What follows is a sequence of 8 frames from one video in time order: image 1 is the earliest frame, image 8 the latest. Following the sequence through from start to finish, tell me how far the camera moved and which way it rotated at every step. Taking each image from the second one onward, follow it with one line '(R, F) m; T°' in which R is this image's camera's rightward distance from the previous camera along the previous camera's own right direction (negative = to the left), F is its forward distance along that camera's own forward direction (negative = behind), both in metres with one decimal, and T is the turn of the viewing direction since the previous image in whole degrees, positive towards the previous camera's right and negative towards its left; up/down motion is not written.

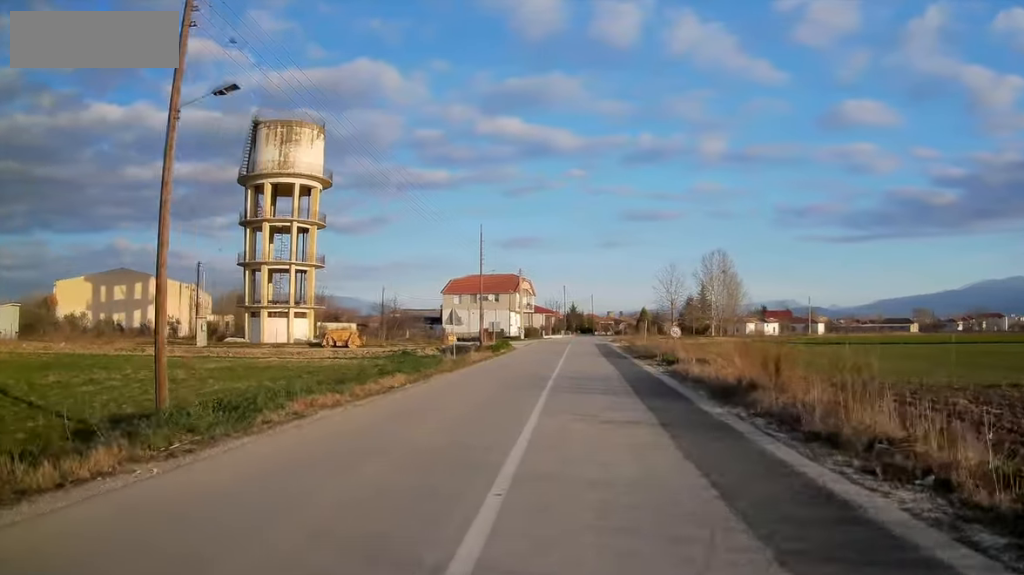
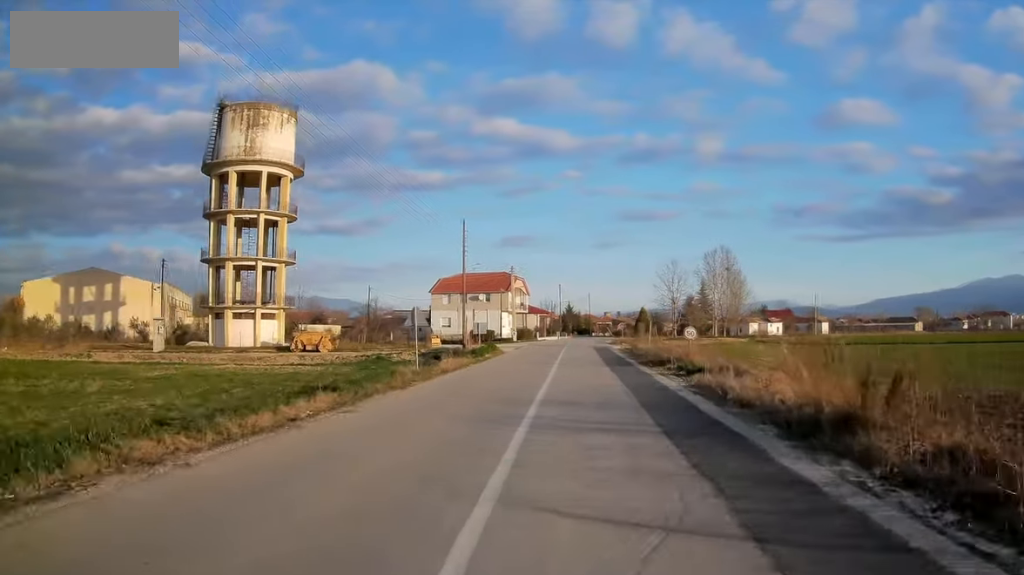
(0.0, +6.0) m; +1°
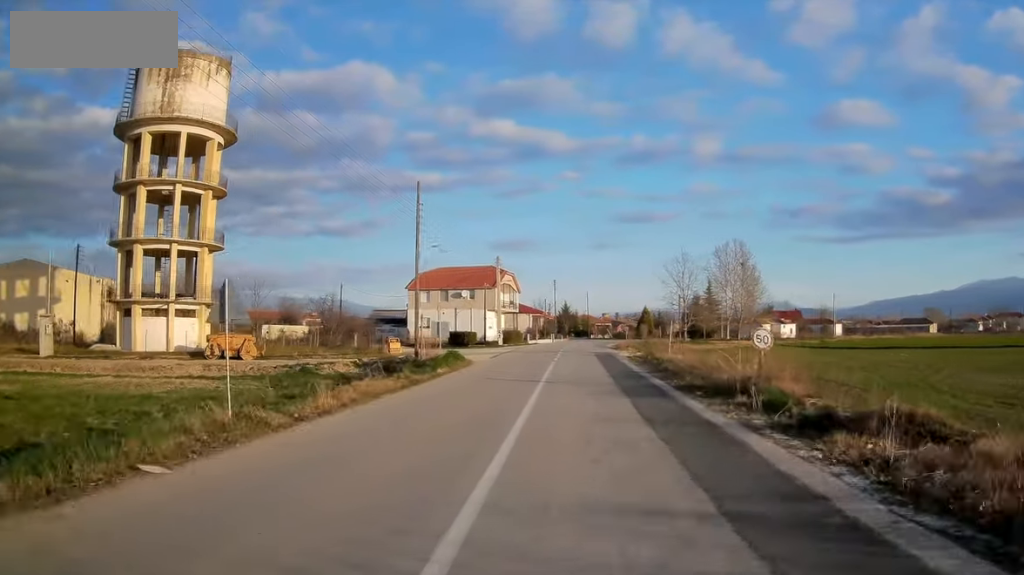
(+0.1, +12.5) m; +1°
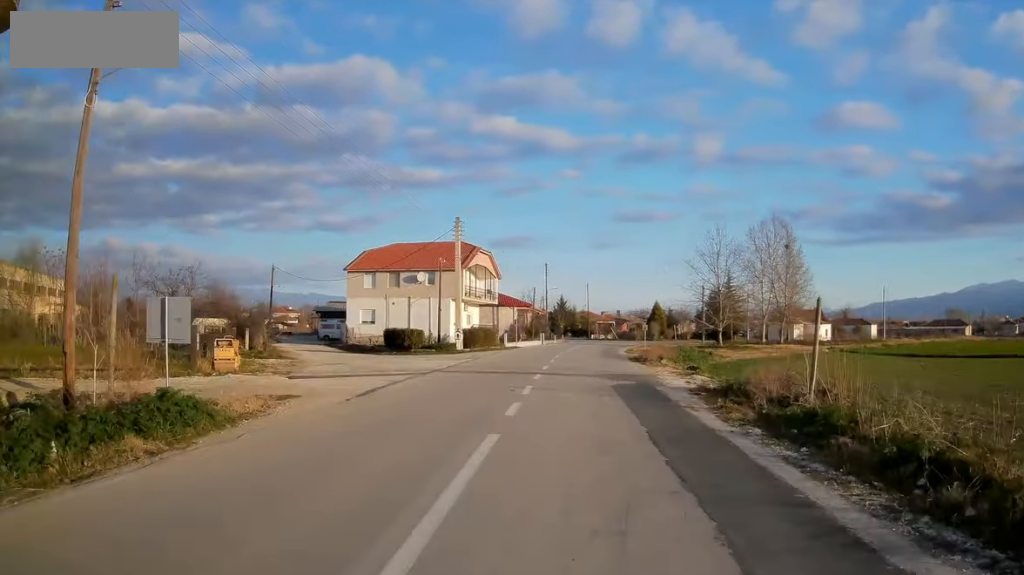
(+0.1, +23.7) m; 0°
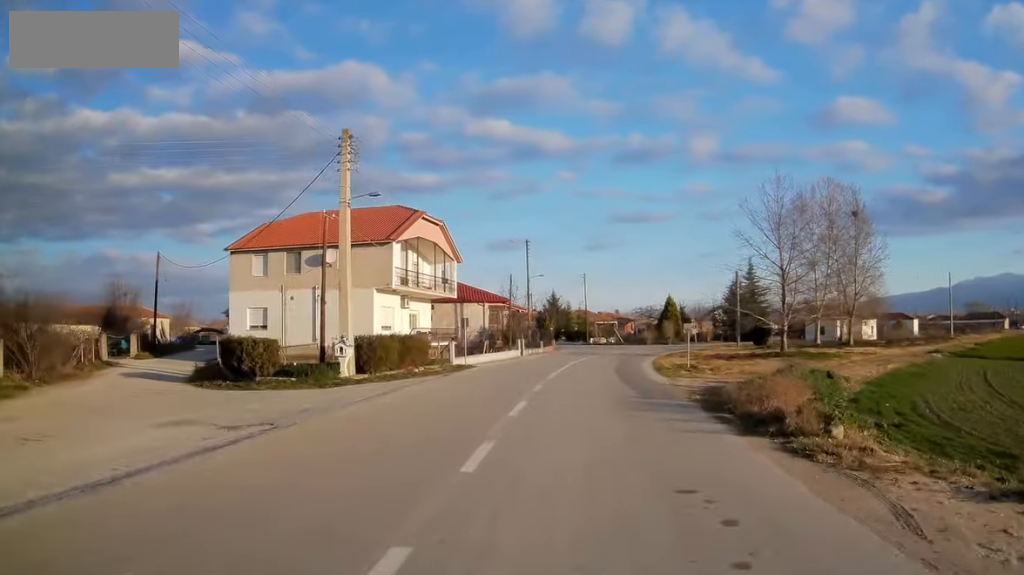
(-0.1, +23.3) m; 0°
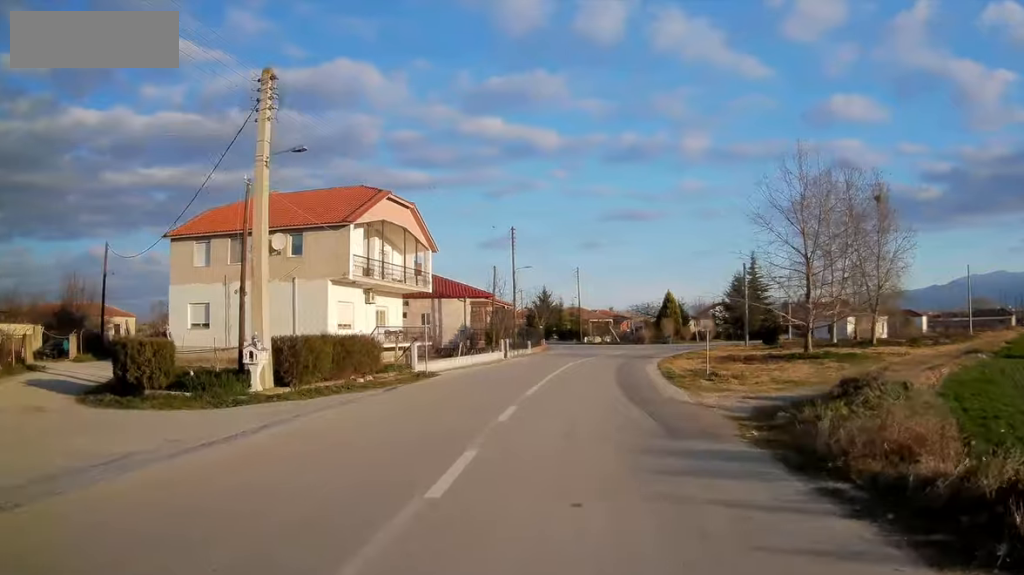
(0.0, +6.6) m; 0°
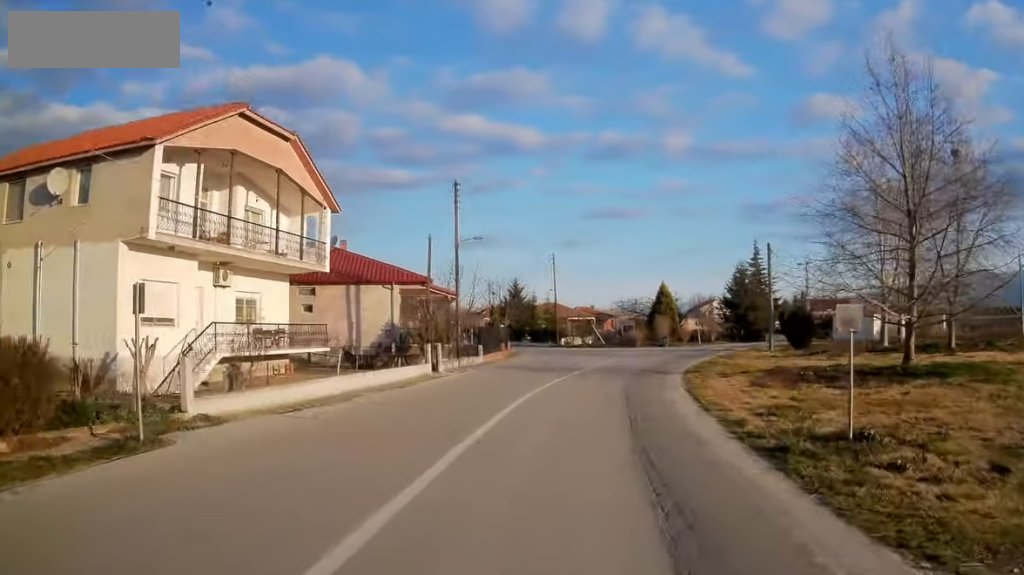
(+0.1, +15.8) m; +1°
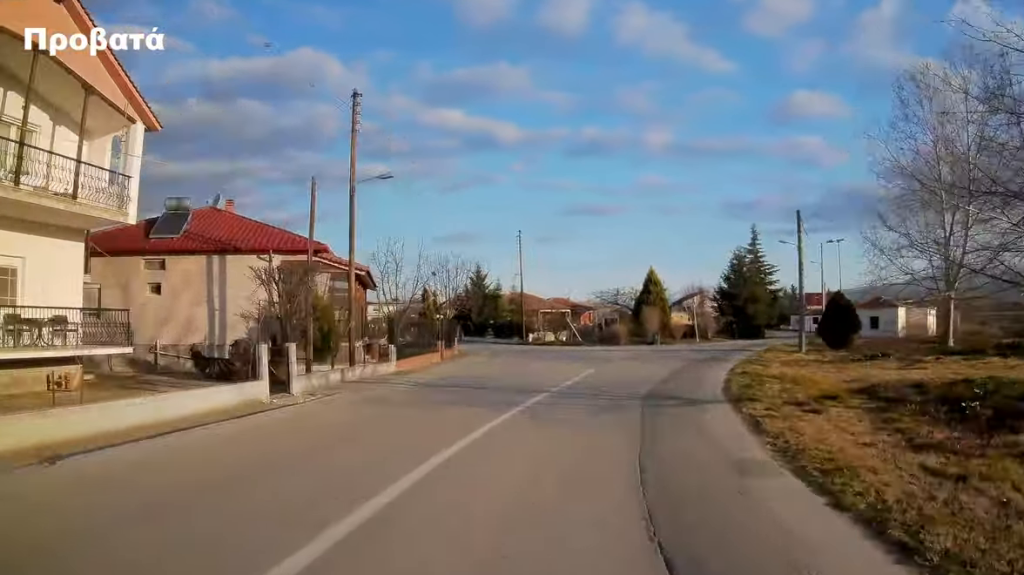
(+0.1, +13.1) m; +1°
